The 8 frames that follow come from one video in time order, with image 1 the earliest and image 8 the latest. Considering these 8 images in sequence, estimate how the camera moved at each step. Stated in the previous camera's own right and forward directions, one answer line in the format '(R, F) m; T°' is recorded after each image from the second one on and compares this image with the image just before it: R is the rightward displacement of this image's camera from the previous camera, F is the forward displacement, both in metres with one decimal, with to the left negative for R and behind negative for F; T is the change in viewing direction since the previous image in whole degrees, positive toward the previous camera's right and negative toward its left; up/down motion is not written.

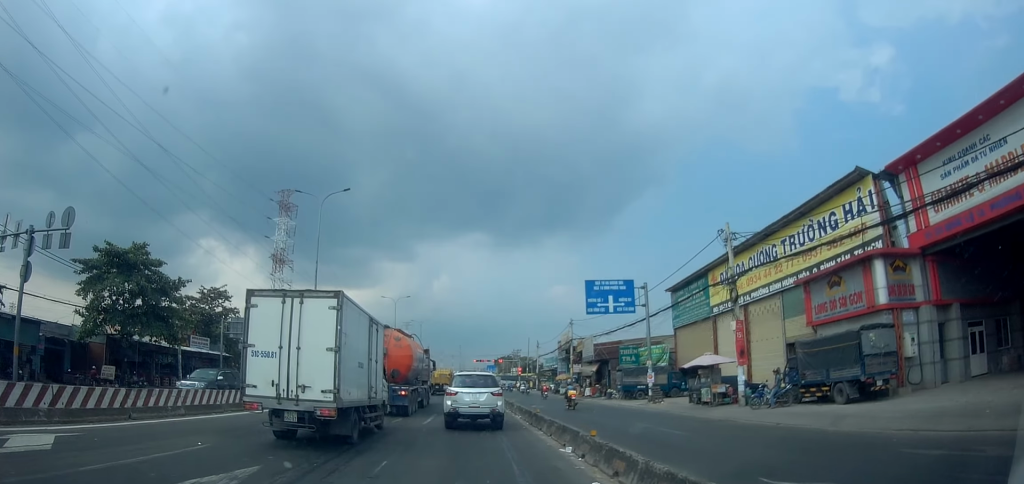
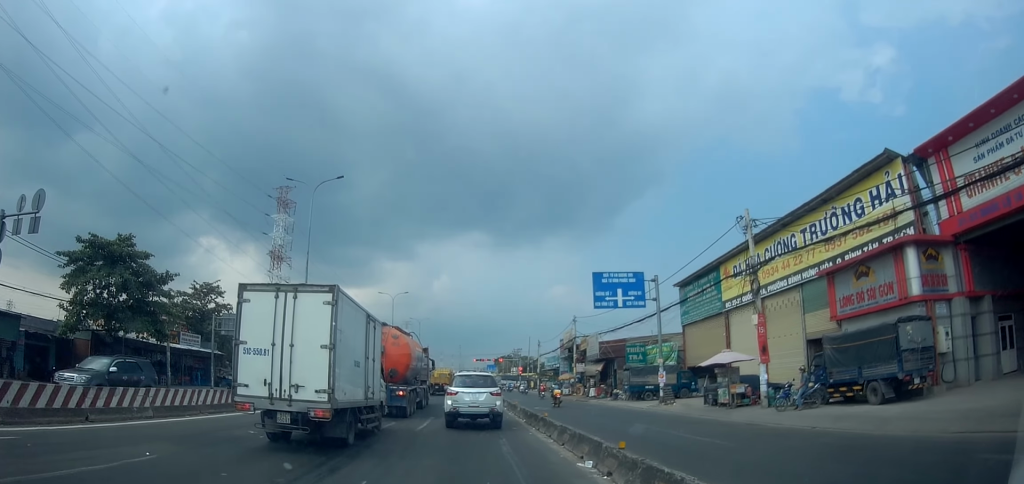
(-0.4, +1.8) m; 0°
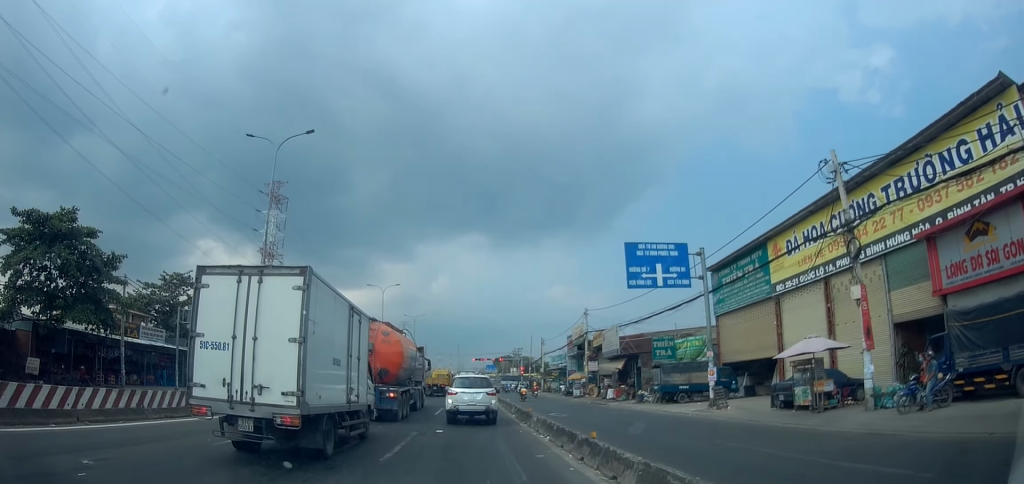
(+0.4, +6.2) m; +1°
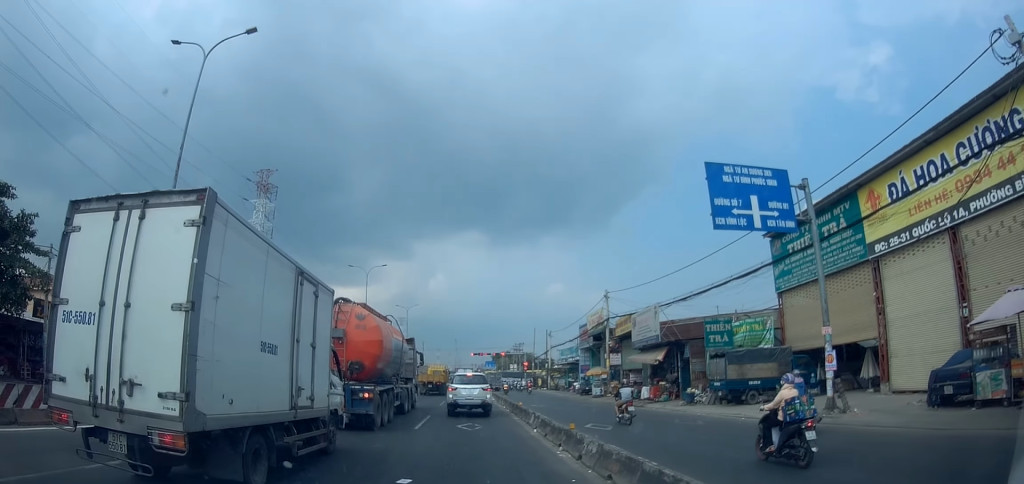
(-0.2, +7.9) m; -2°
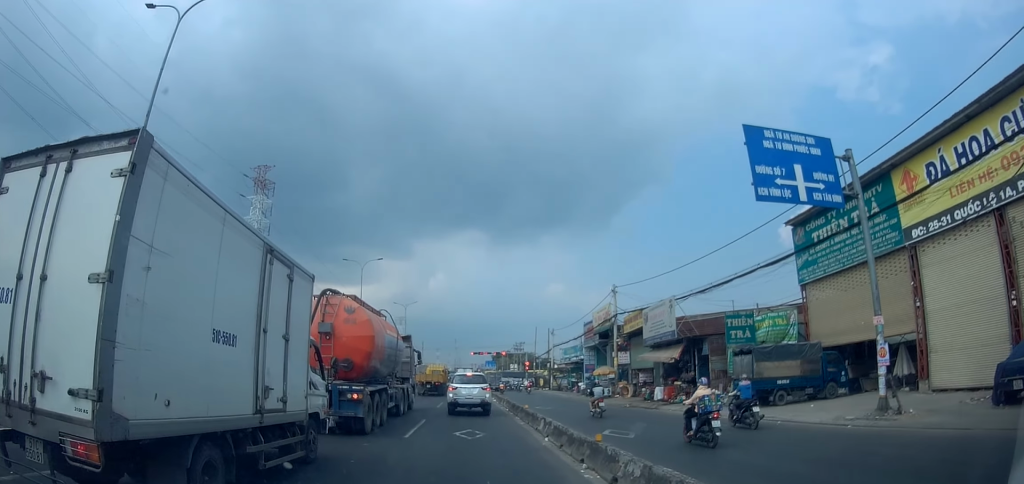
(-0.5, +2.2) m; 0°
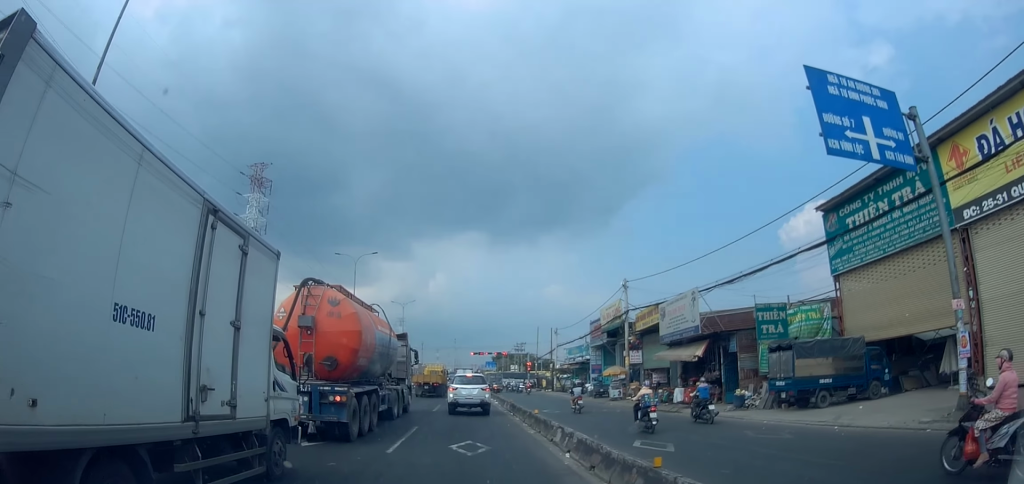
(+0.3, +2.8) m; 0°
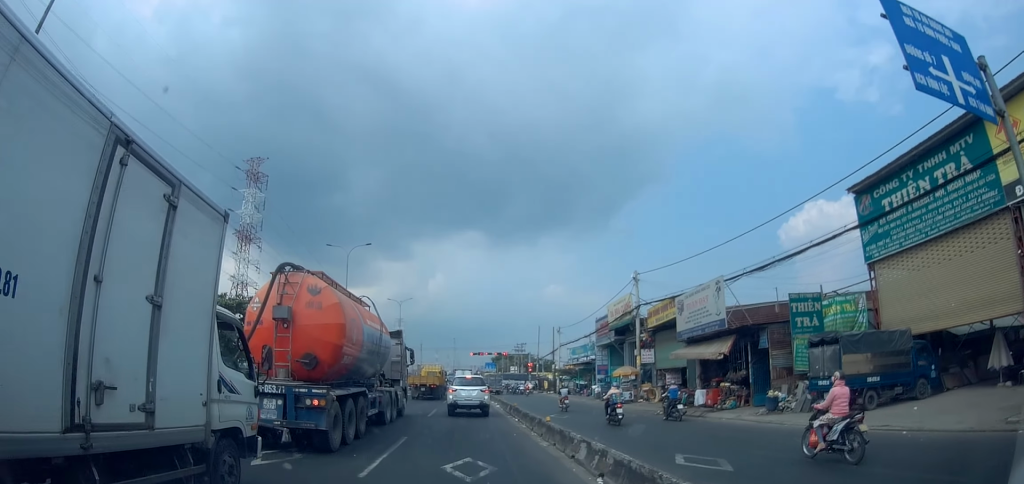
(+0.2, +2.6) m; 0°
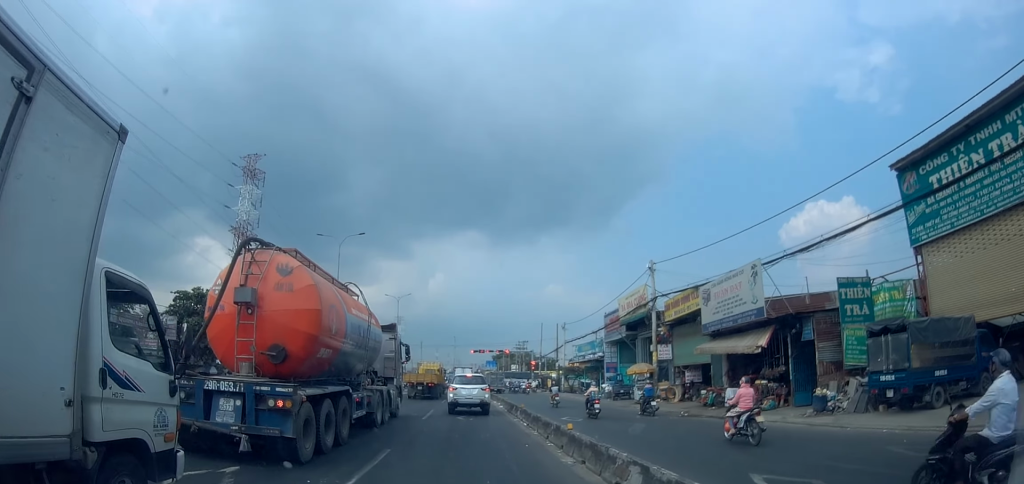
(-0.6, +2.8) m; 0°
